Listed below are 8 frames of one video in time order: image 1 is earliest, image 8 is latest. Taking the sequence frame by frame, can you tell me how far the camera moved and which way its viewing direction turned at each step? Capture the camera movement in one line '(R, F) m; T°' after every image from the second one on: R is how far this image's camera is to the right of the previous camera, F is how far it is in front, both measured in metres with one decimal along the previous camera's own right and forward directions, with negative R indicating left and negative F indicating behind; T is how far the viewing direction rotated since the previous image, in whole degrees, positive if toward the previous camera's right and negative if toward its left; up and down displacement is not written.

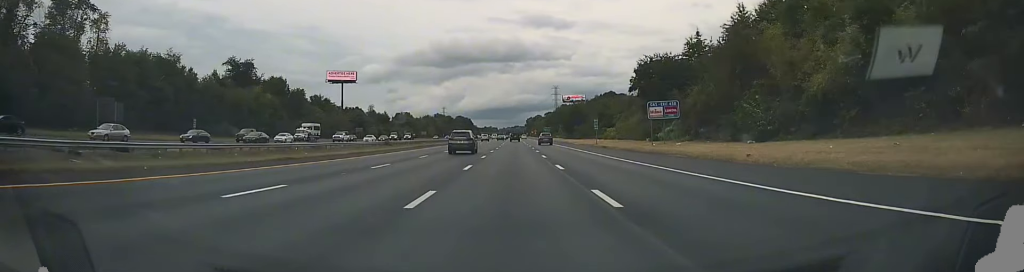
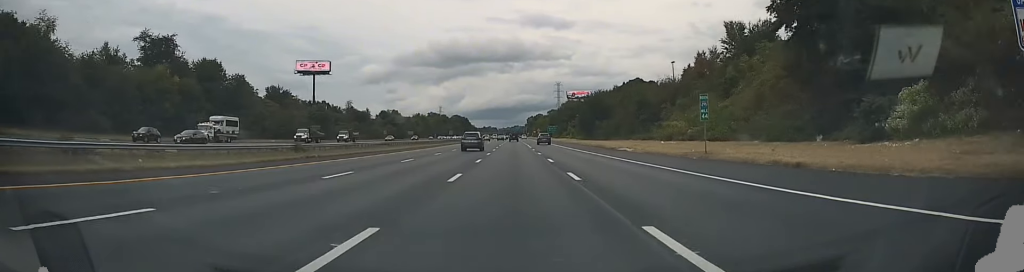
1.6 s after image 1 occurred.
(+0.3, +42.1) m; 0°
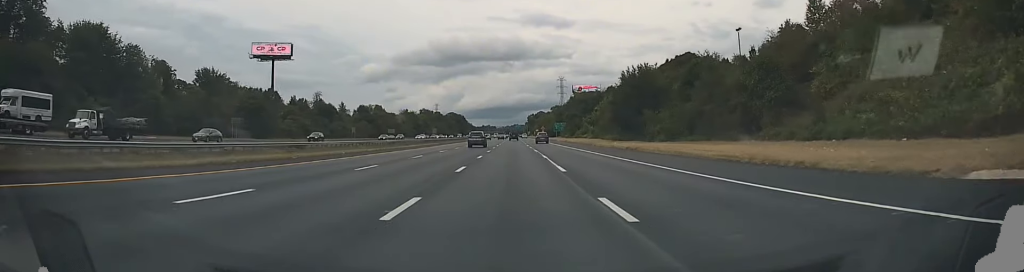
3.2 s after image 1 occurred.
(-0.2, +45.3) m; +1°
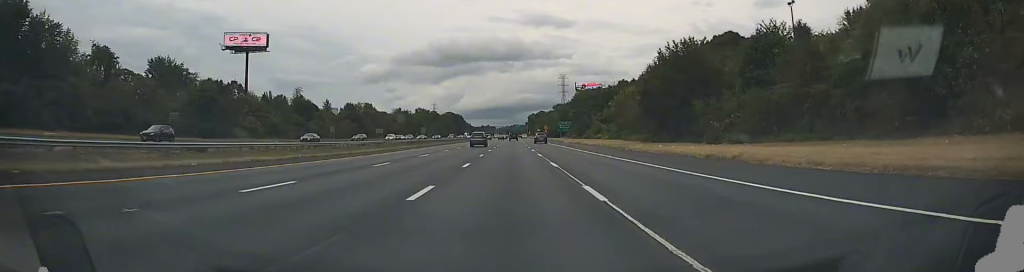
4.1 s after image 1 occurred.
(+0.3, +21.6) m; 0°
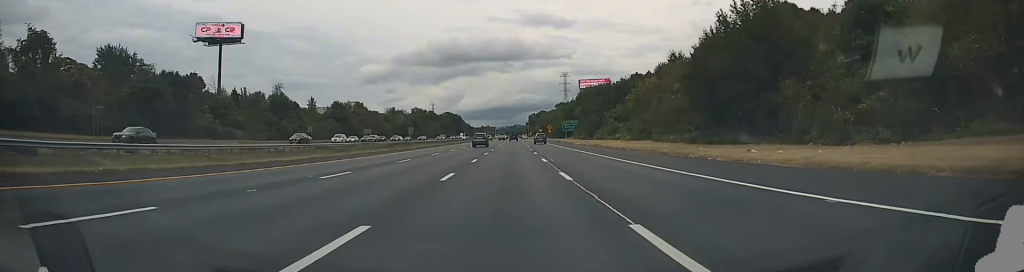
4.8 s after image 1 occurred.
(-0.2, +18.9) m; 0°
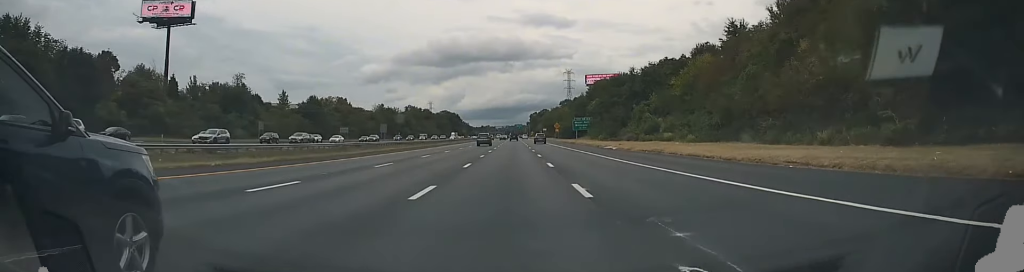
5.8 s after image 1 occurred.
(+0.1, +29.0) m; 0°
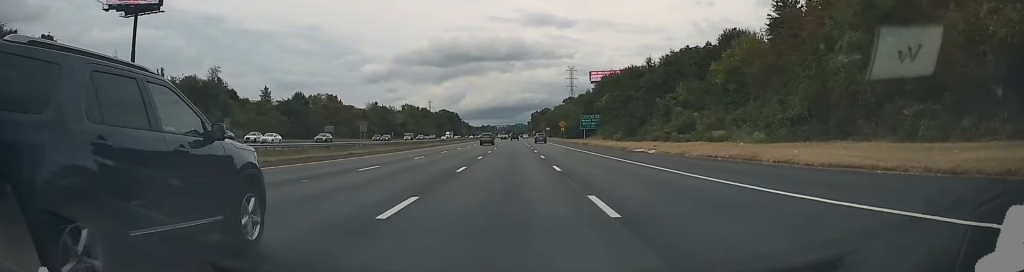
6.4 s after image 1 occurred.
(-0.1, +15.1) m; 0°
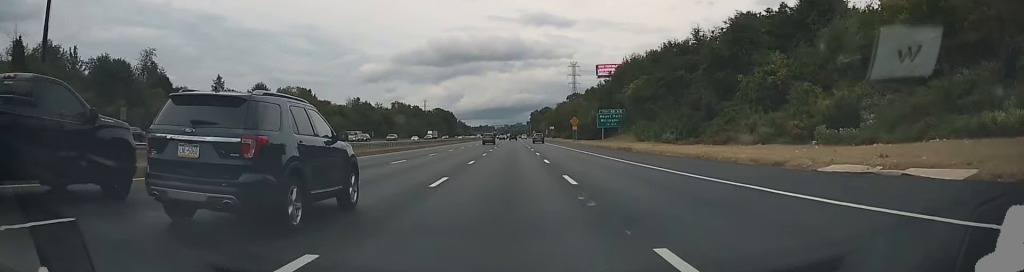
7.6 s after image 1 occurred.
(-0.1, +30.6) m; 0°
